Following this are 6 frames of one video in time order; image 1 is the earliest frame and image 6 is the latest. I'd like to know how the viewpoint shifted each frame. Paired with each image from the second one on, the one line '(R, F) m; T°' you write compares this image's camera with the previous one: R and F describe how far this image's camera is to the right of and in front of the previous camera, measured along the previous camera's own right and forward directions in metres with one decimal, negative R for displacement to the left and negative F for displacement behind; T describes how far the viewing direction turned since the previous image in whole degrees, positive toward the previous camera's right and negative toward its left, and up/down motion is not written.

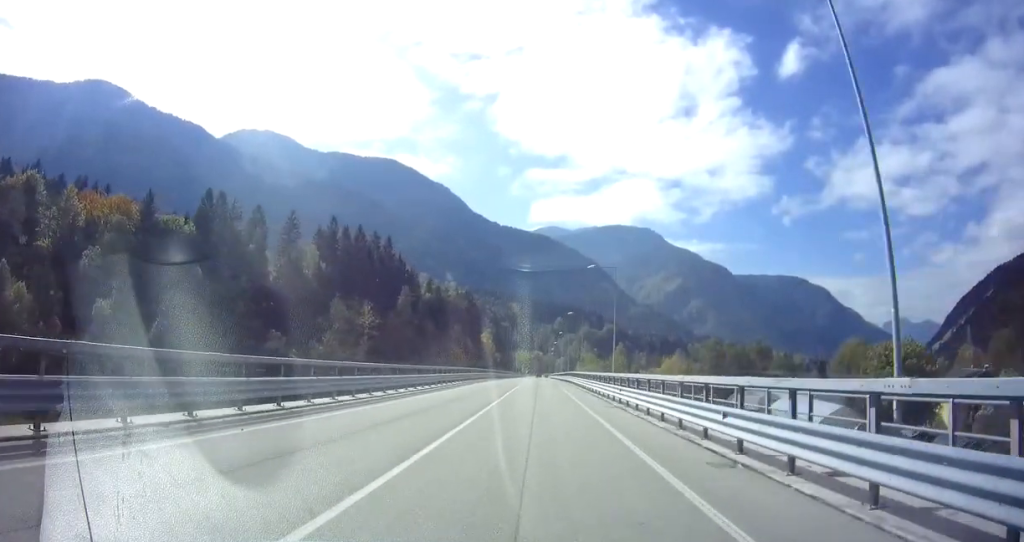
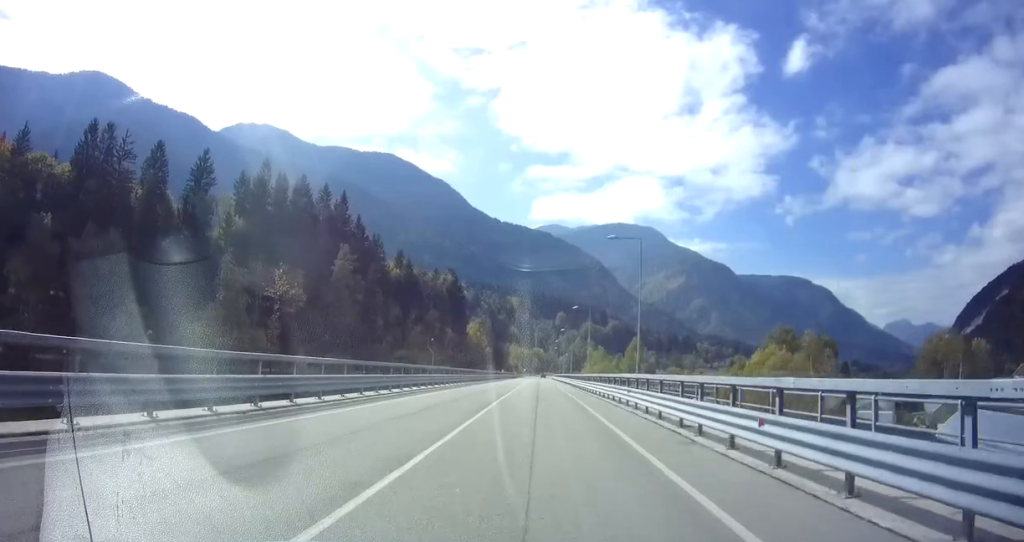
(-0.2, +40.6) m; 0°
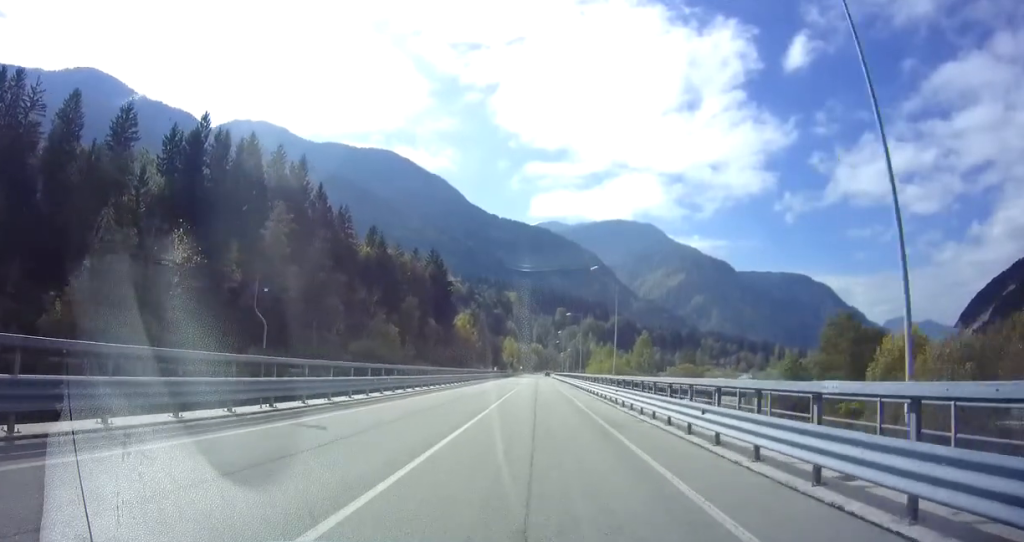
(+0.2, +23.0) m; 0°
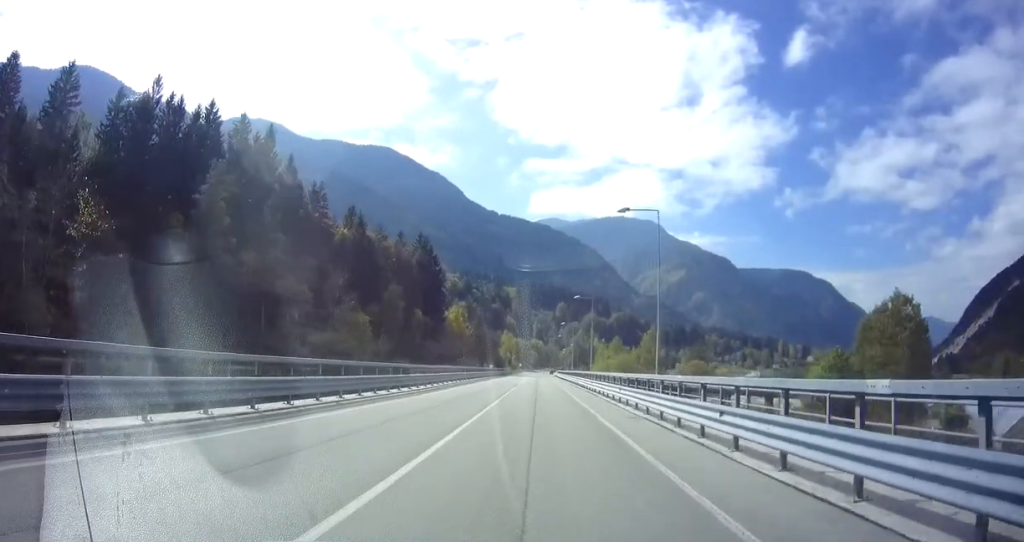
(-0.1, +15.0) m; -1°
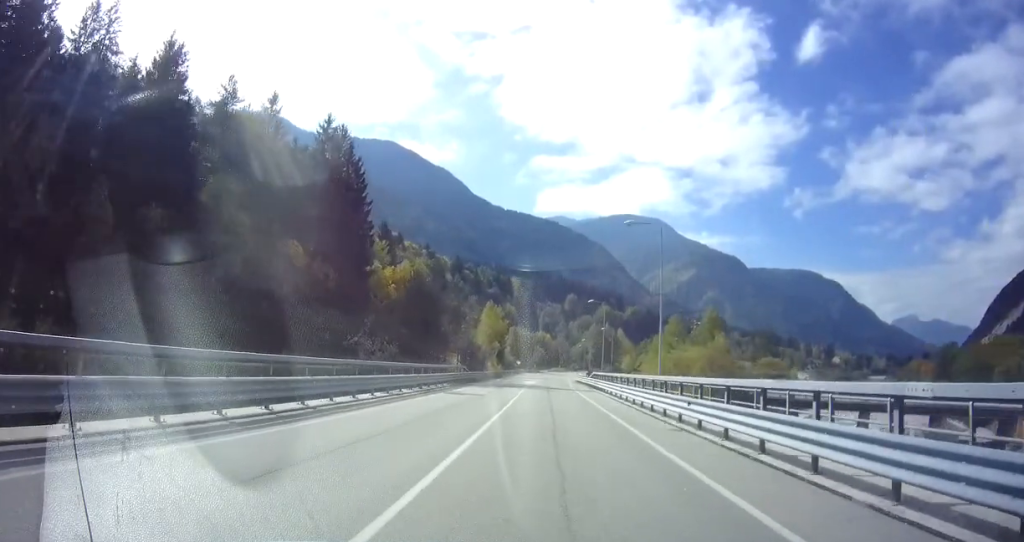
(-0.4, +61.7) m; +1°
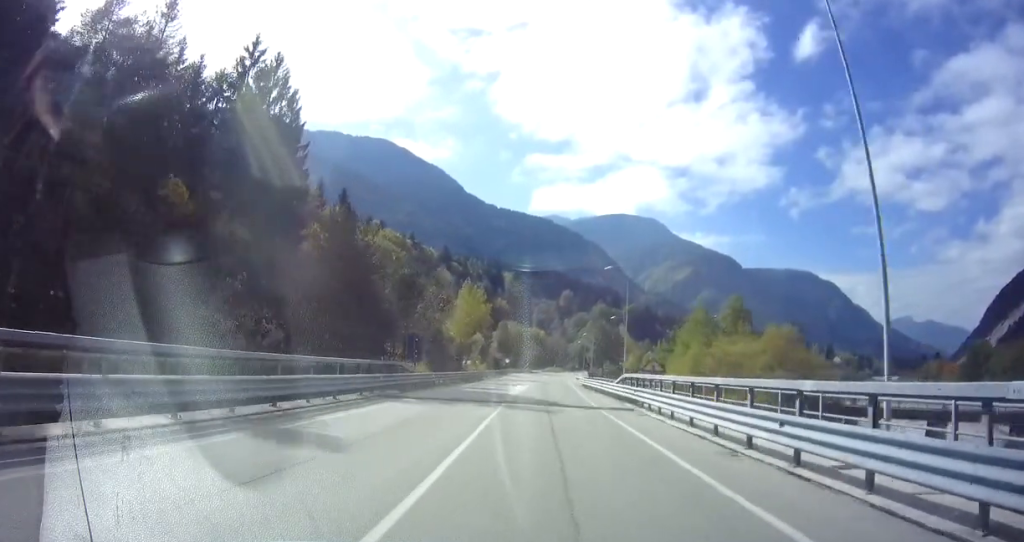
(+0.3, +20.1) m; 0°
